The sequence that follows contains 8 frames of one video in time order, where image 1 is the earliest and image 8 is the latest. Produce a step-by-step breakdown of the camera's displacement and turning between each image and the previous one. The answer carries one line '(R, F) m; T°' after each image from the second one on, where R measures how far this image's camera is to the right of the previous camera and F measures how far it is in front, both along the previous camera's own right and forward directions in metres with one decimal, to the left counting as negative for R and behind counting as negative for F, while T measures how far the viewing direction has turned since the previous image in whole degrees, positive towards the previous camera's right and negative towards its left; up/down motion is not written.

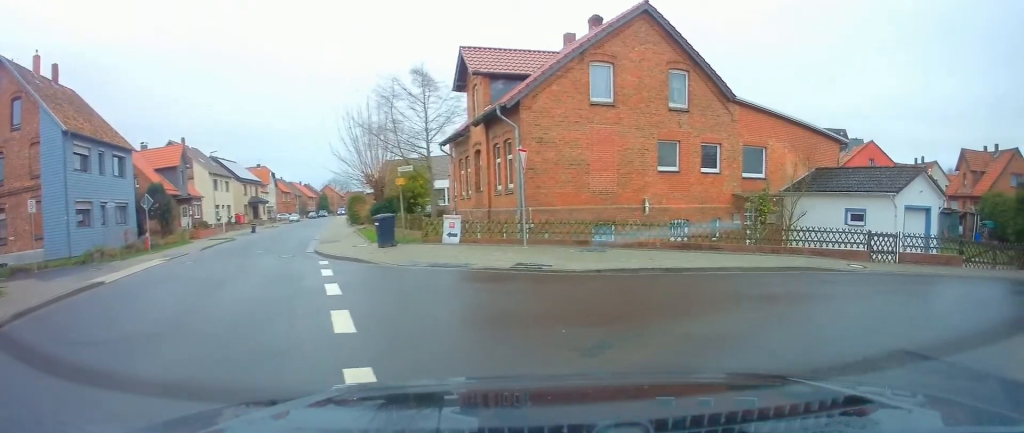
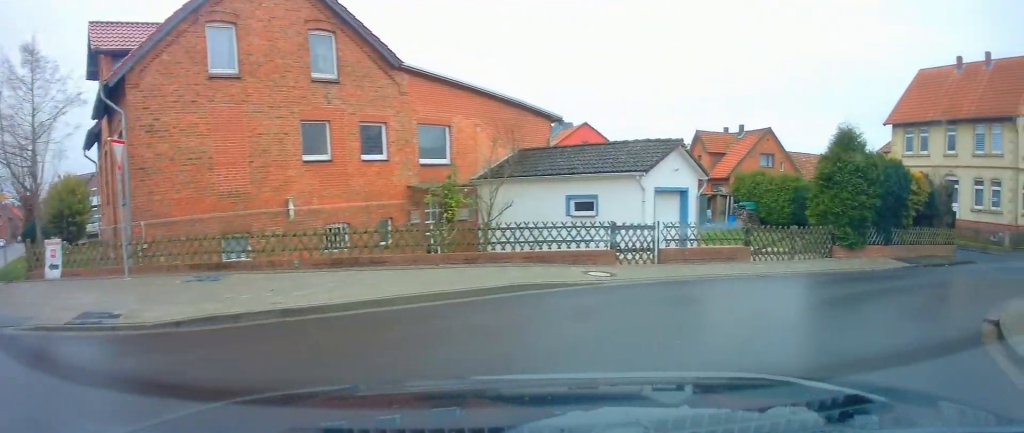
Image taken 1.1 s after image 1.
(+1.4, +5.4) m; +29°
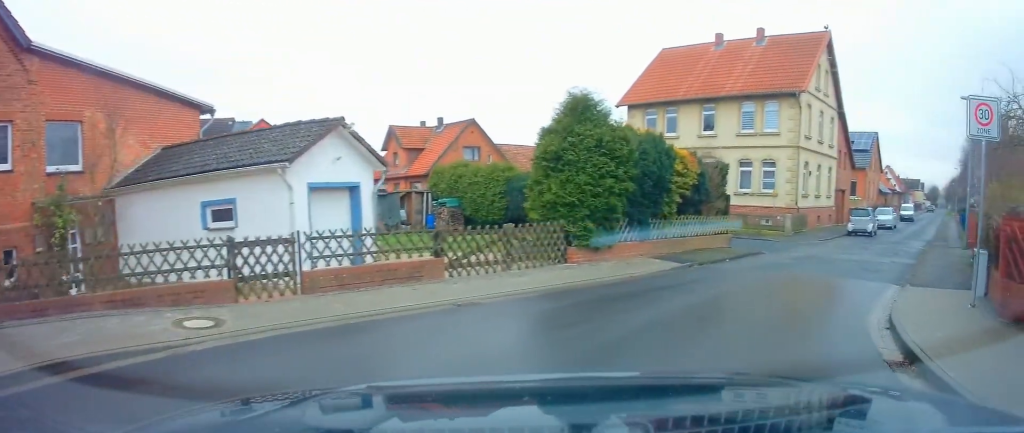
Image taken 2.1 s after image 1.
(+1.1, +4.3) m; +21°
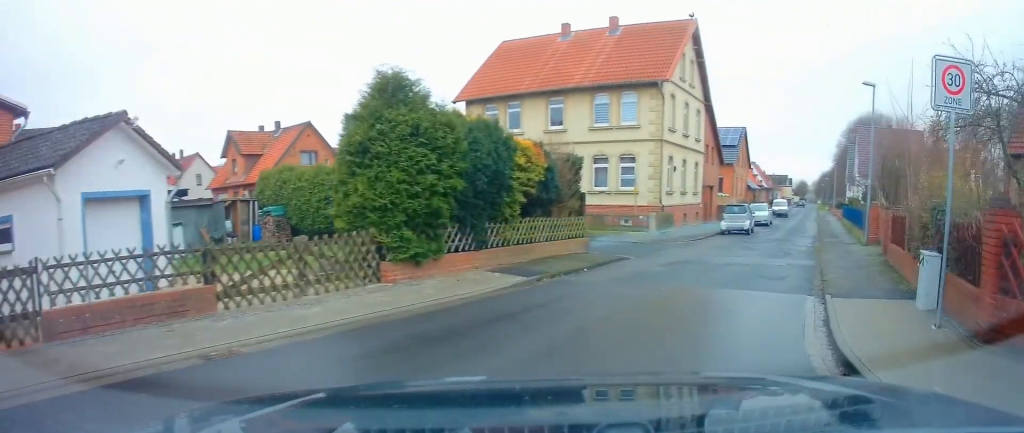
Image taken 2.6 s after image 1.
(+0.2, +2.4) m; +10°
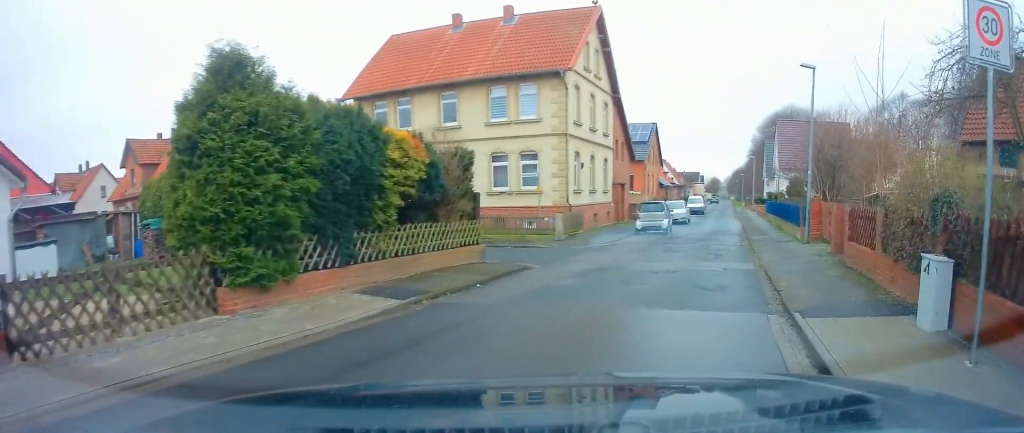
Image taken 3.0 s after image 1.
(-0.1, +2.0) m; +8°
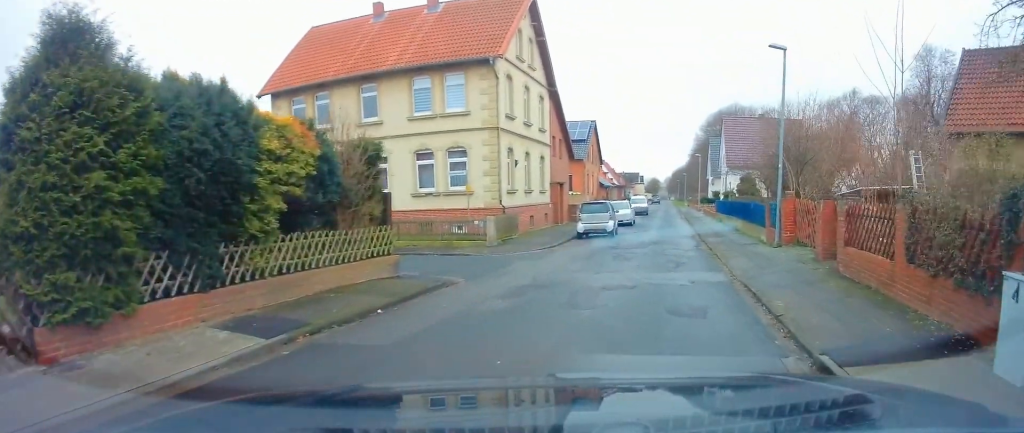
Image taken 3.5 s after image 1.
(+0.4, +2.2) m; +11°
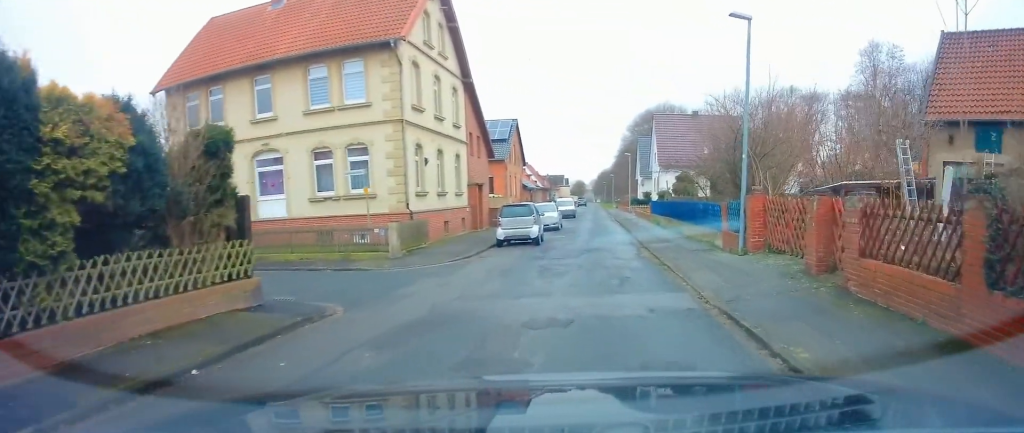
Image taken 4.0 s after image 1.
(0.0, +2.6) m; +13°
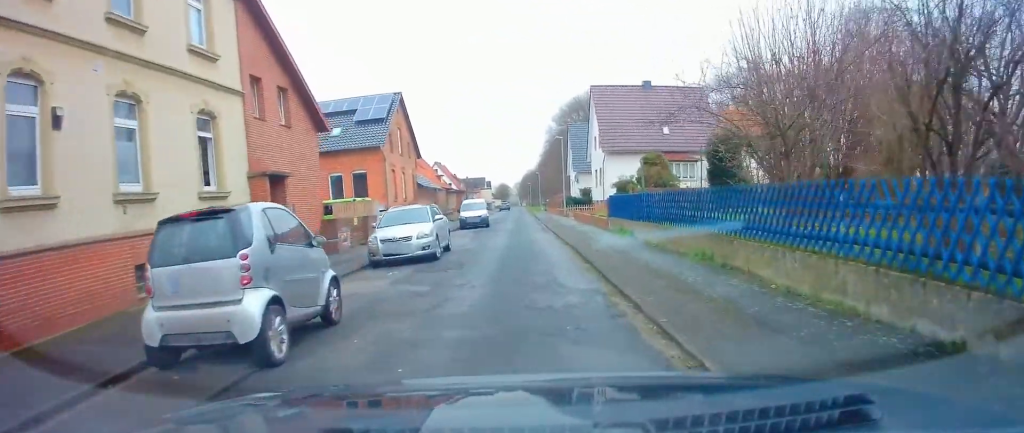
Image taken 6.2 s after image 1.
(+2.8, +14.8) m; +11°
